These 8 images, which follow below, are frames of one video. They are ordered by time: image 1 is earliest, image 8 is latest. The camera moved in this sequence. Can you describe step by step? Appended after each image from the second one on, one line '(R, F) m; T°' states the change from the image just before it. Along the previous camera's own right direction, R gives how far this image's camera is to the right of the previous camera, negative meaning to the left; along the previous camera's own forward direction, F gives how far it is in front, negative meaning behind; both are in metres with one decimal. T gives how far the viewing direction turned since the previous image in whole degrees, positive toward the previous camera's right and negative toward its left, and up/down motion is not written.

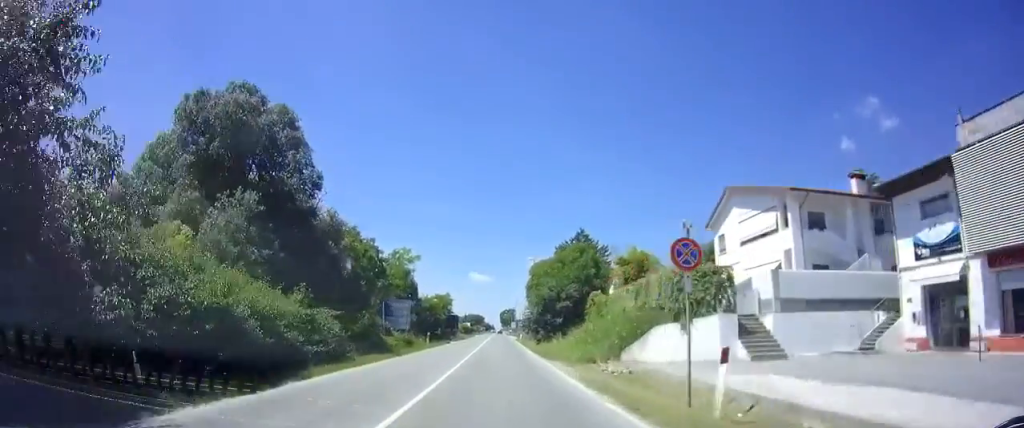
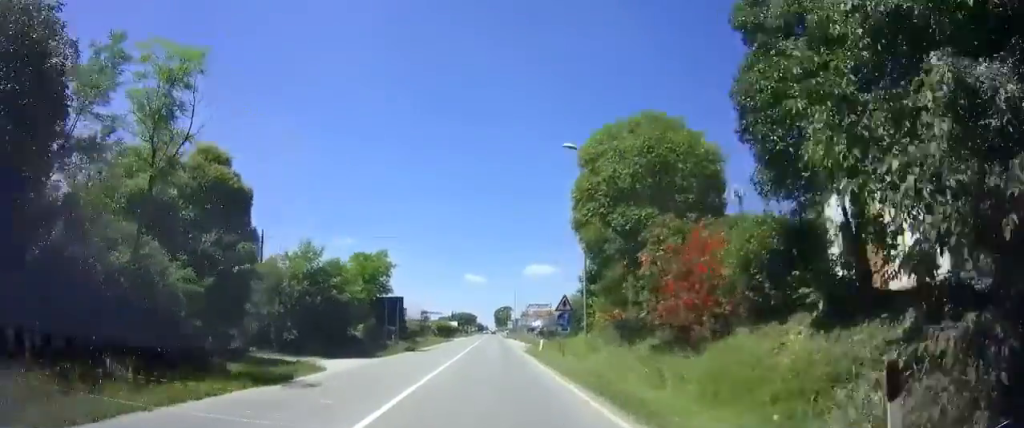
(-0.1, +40.5) m; 0°
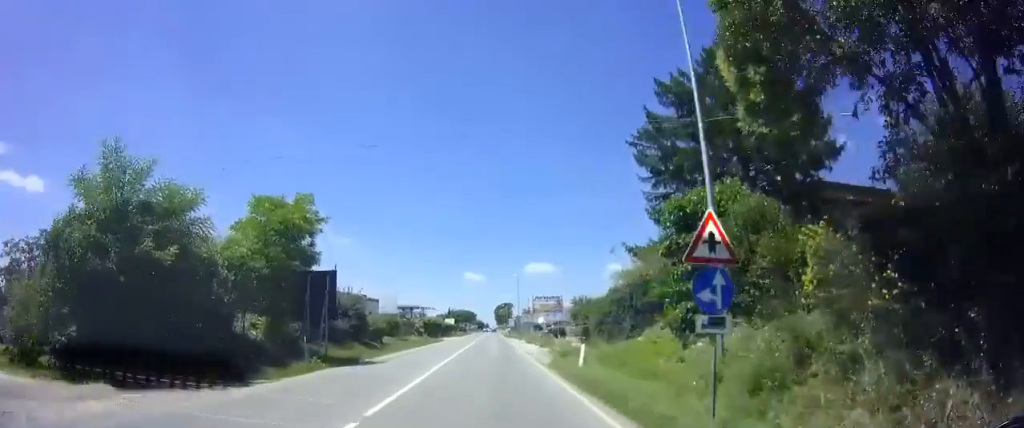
(0.0, +15.5) m; +1°
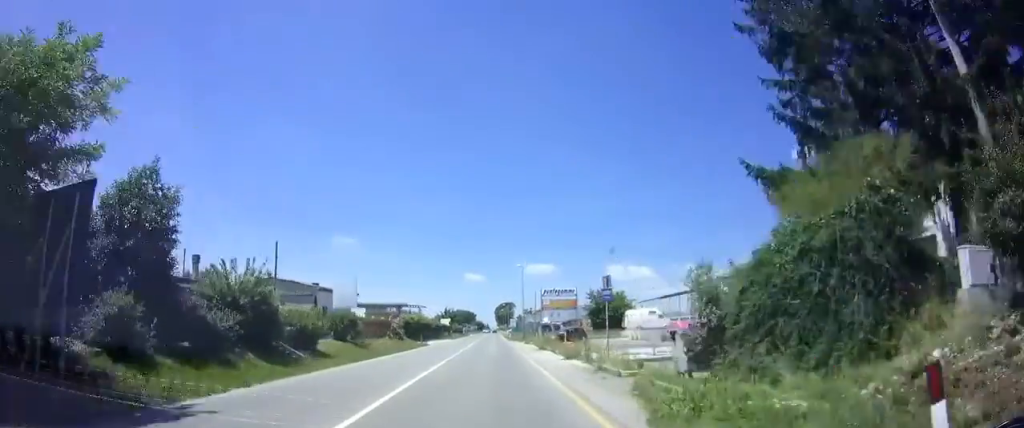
(+0.2, +13.8) m; 0°
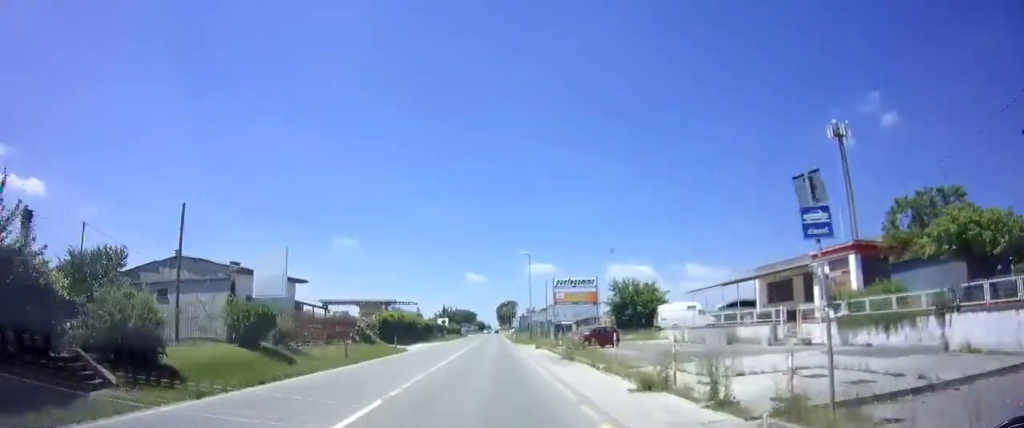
(-0.2, +11.9) m; -1°
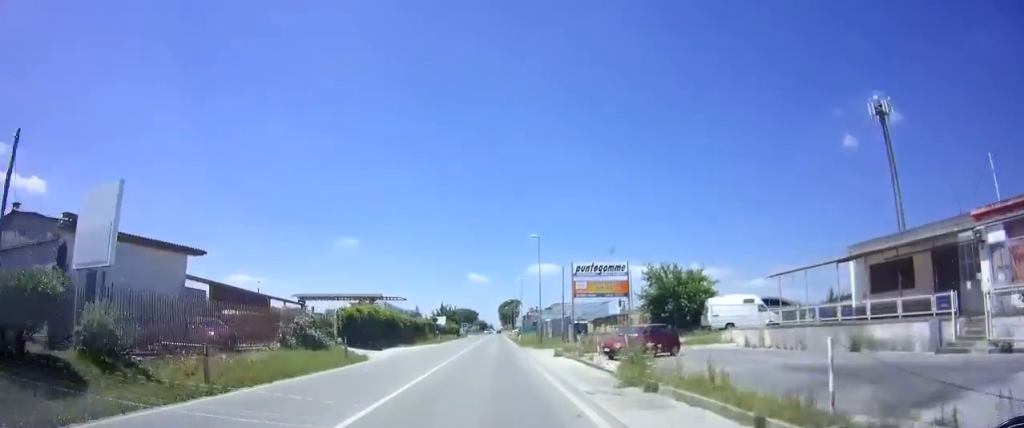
(-0.1, +11.3) m; 0°
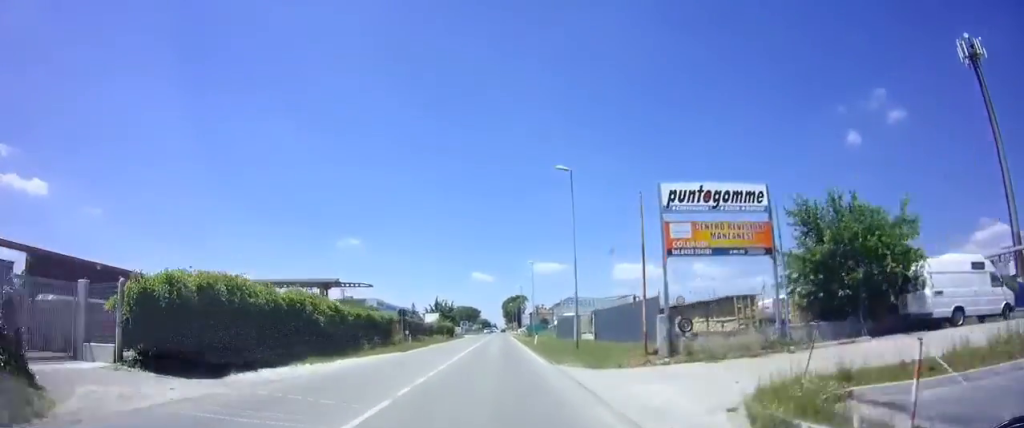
(-0.1, +22.1) m; 0°
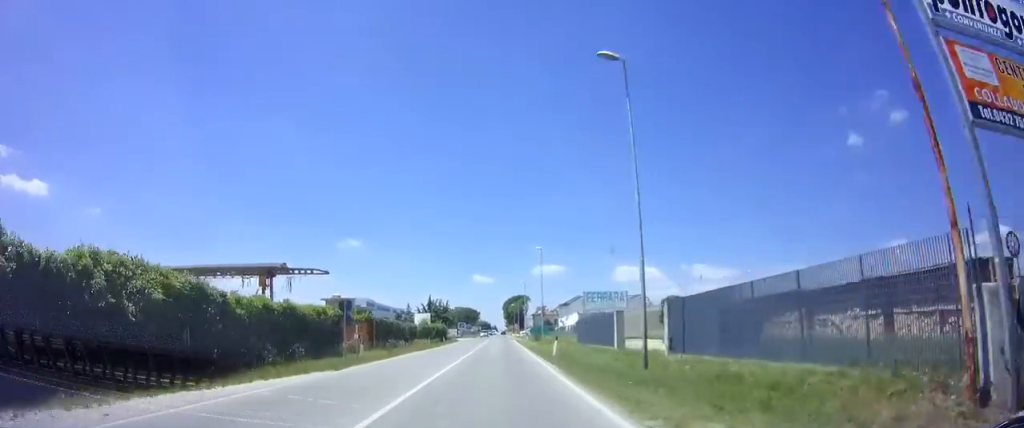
(+0.1, +12.6) m; 0°
